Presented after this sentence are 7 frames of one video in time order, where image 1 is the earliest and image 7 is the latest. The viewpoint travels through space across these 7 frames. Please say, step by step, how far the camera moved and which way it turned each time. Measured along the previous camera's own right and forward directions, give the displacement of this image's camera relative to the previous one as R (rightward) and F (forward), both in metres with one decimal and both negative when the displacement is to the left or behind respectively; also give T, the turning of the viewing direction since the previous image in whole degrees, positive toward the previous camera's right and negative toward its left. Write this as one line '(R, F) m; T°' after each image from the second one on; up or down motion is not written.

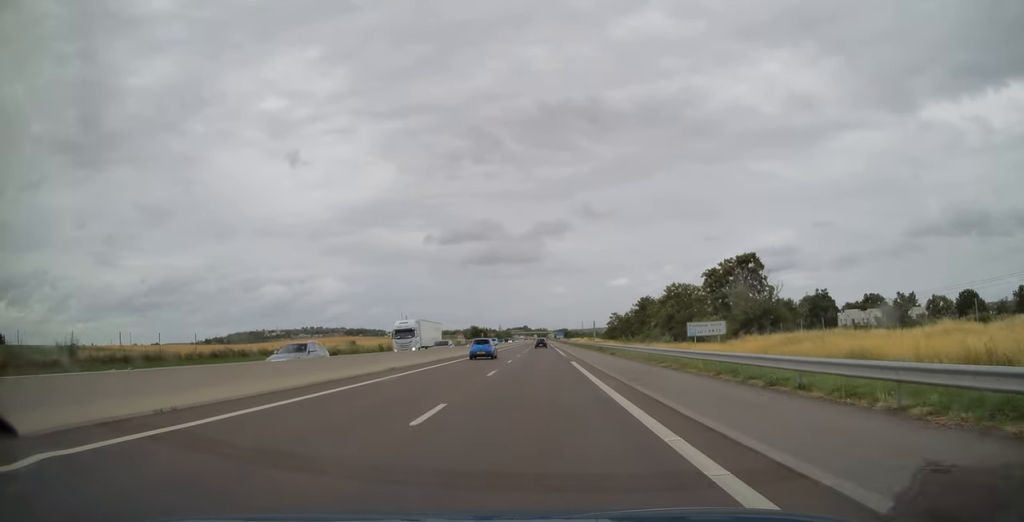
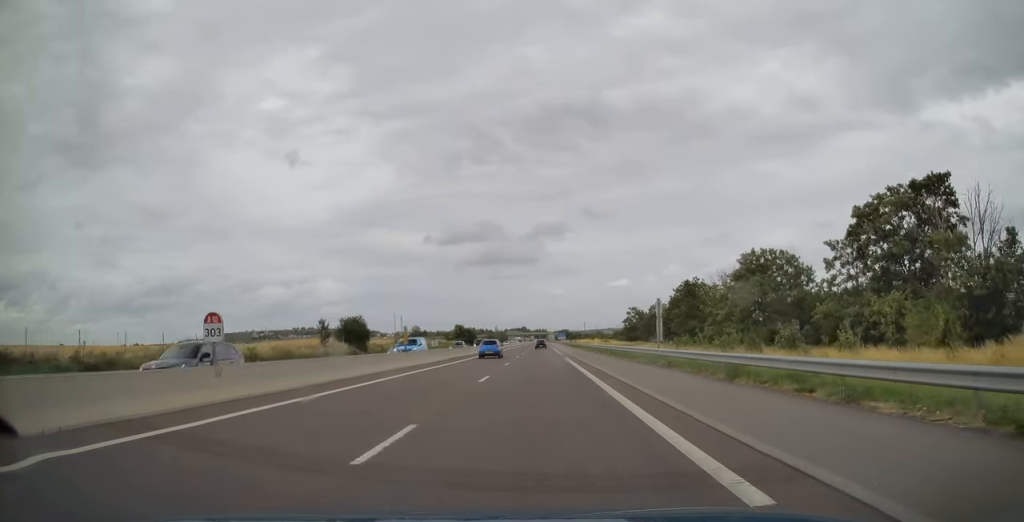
(+0.1, +41.9) m; 0°
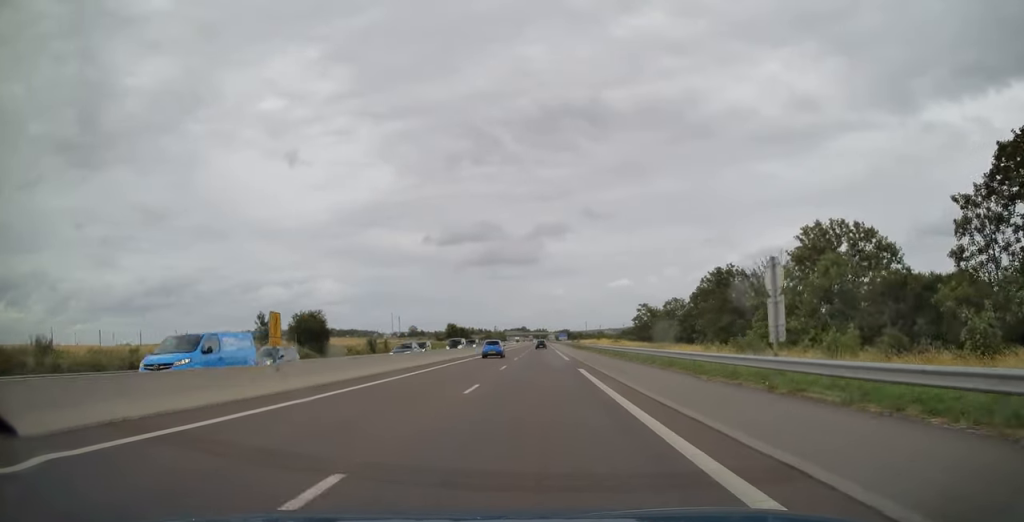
(-0.1, +16.7) m; 0°
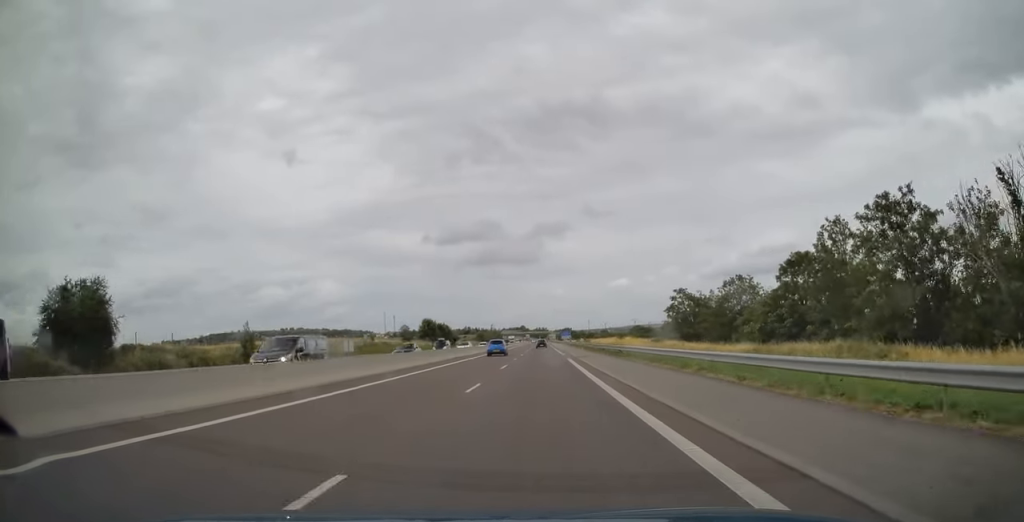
(+0.2, +38.7) m; +1°
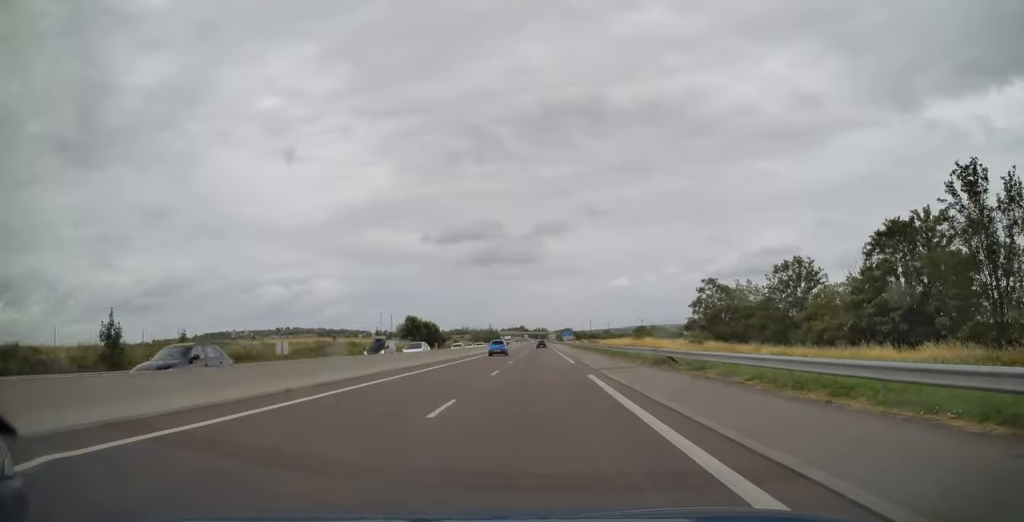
(+0.2, +18.2) m; 0°
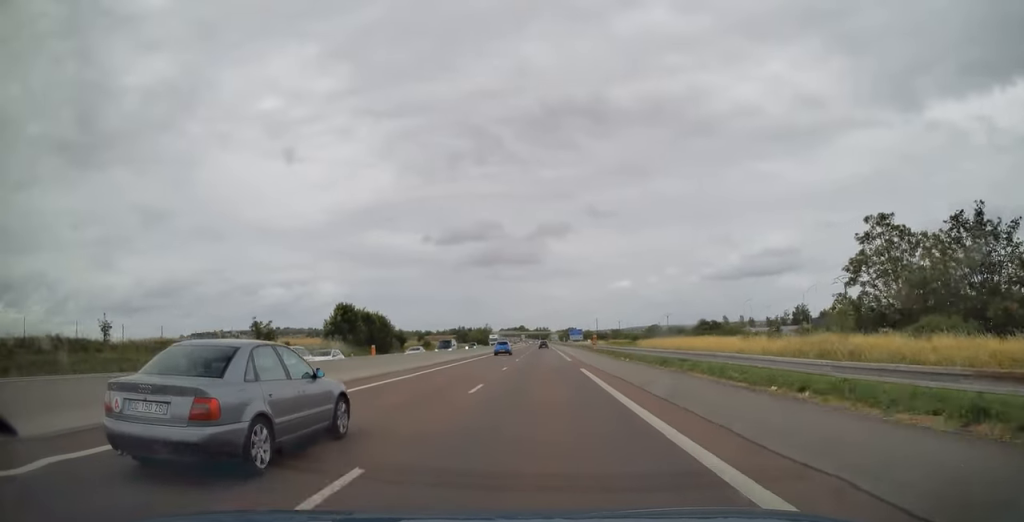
(-0.2, +46.2) m; 0°
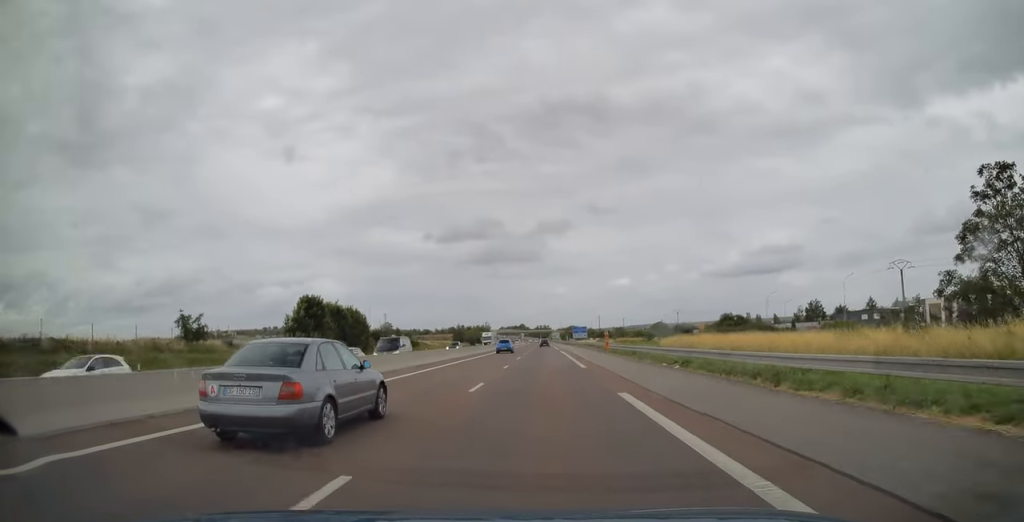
(+0.2, +13.4) m; 0°
